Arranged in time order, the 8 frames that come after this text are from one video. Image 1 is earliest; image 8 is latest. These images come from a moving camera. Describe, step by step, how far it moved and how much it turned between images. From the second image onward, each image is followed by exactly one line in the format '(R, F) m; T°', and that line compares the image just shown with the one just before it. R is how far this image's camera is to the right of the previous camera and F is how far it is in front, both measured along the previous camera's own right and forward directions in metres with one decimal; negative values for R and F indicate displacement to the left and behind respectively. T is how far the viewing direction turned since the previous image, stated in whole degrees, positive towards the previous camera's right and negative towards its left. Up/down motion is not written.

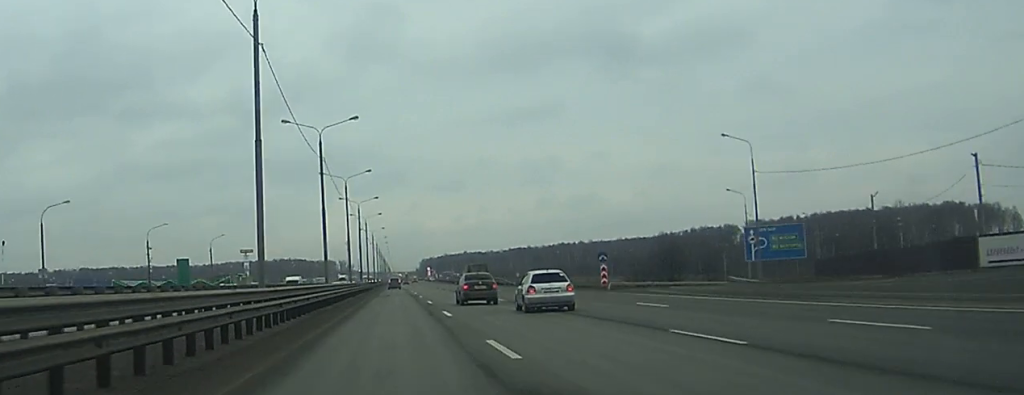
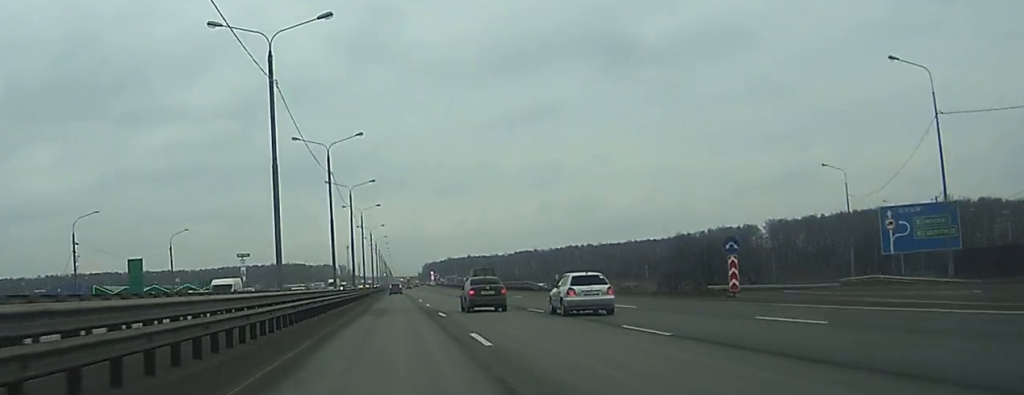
(0.0, +28.1) m; 0°
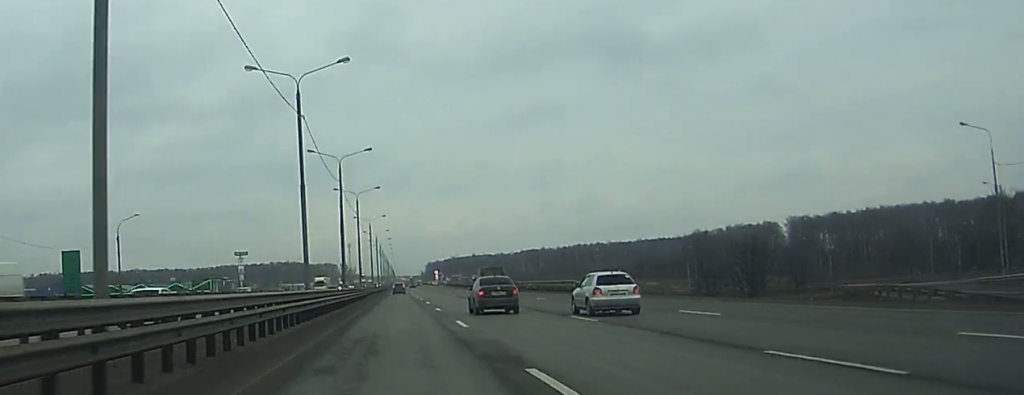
(0.0, +25.0) m; 0°
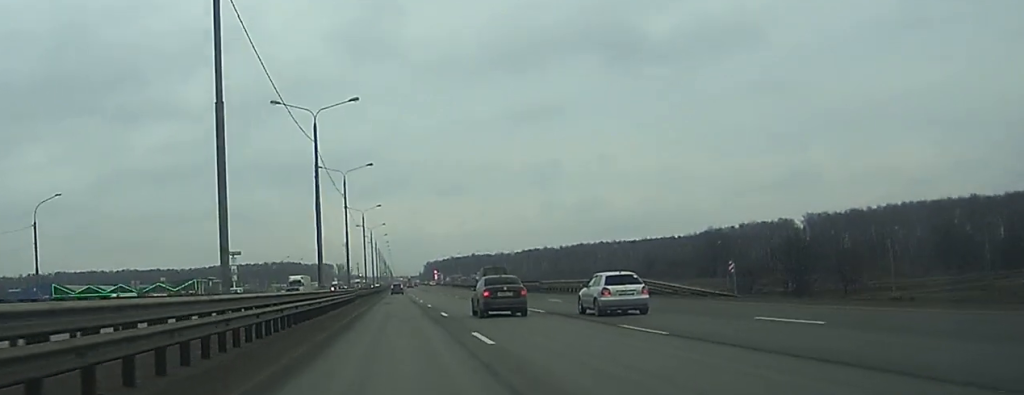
(0.0, +23.0) m; 0°
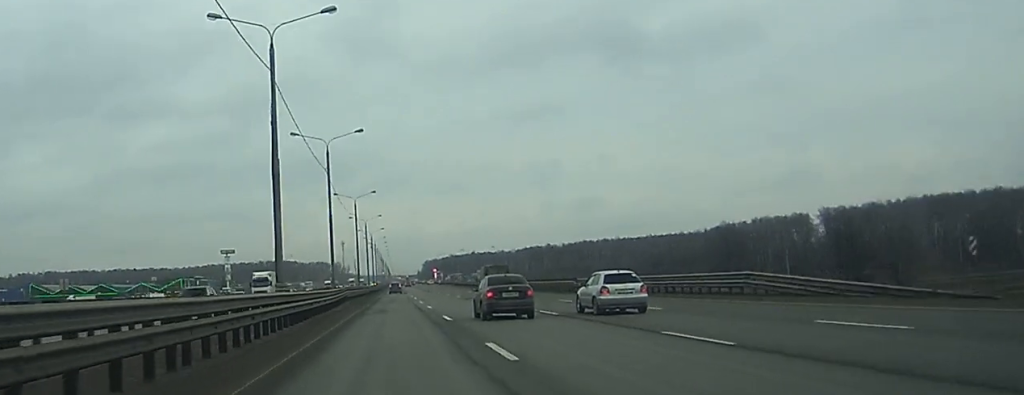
(0.0, +20.0) m; 0°
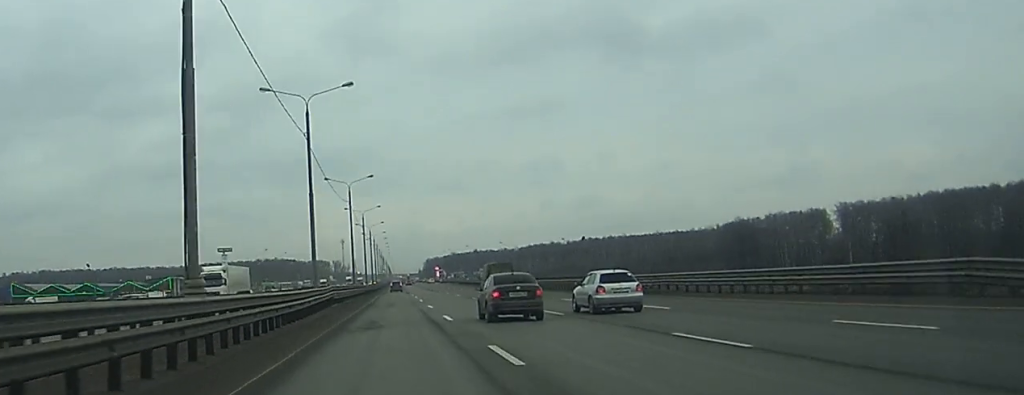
(0.0, +17.0) m; 0°
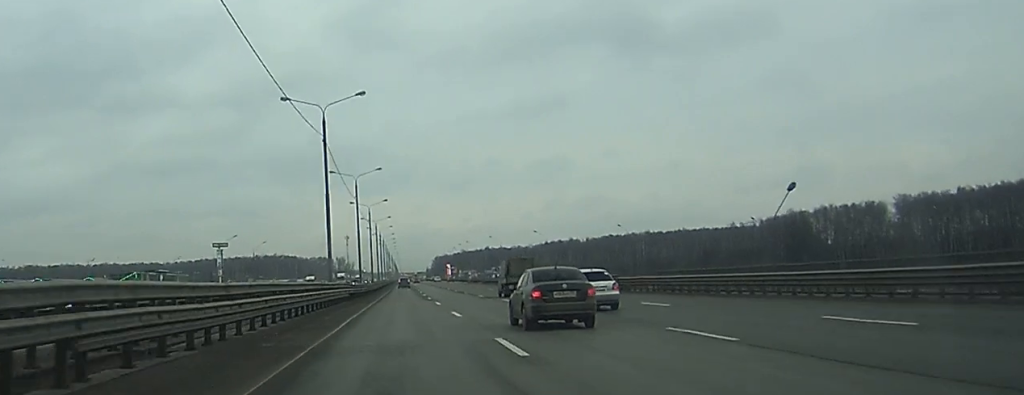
(0.0, +46.9) m; 0°
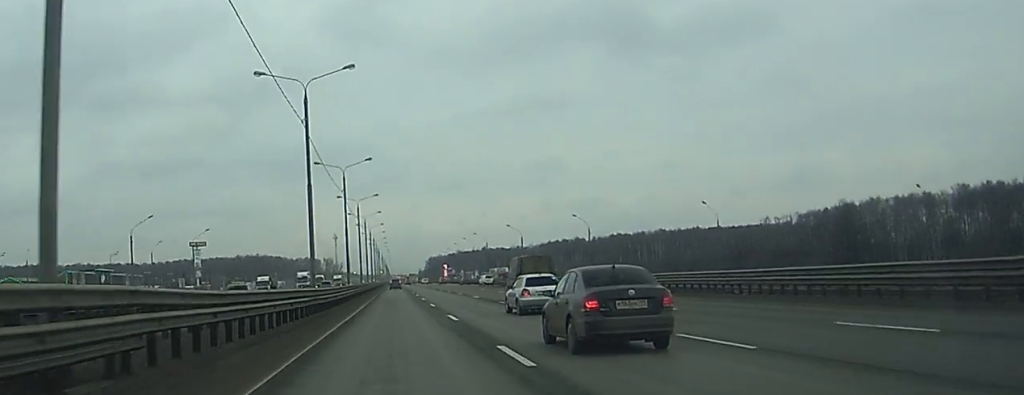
(0.0, +48.8) m; 0°
